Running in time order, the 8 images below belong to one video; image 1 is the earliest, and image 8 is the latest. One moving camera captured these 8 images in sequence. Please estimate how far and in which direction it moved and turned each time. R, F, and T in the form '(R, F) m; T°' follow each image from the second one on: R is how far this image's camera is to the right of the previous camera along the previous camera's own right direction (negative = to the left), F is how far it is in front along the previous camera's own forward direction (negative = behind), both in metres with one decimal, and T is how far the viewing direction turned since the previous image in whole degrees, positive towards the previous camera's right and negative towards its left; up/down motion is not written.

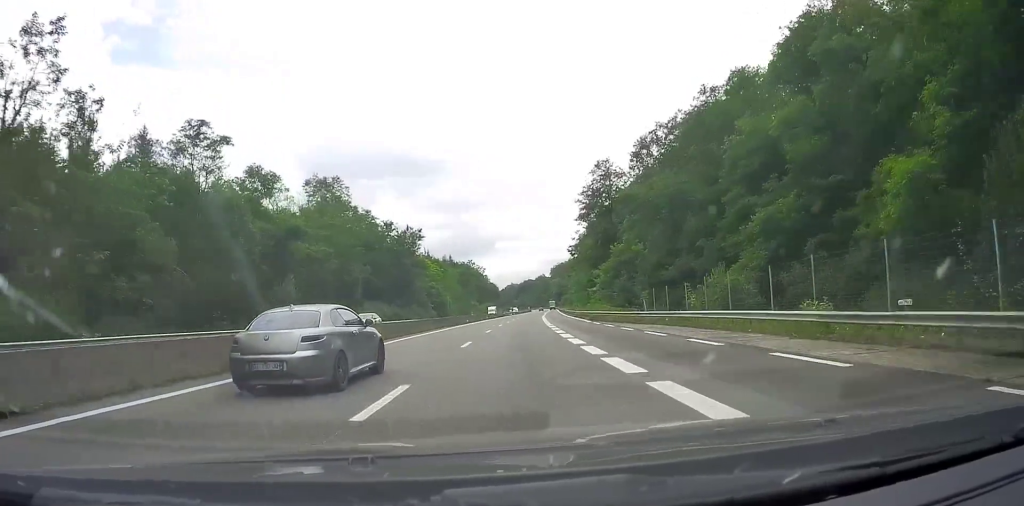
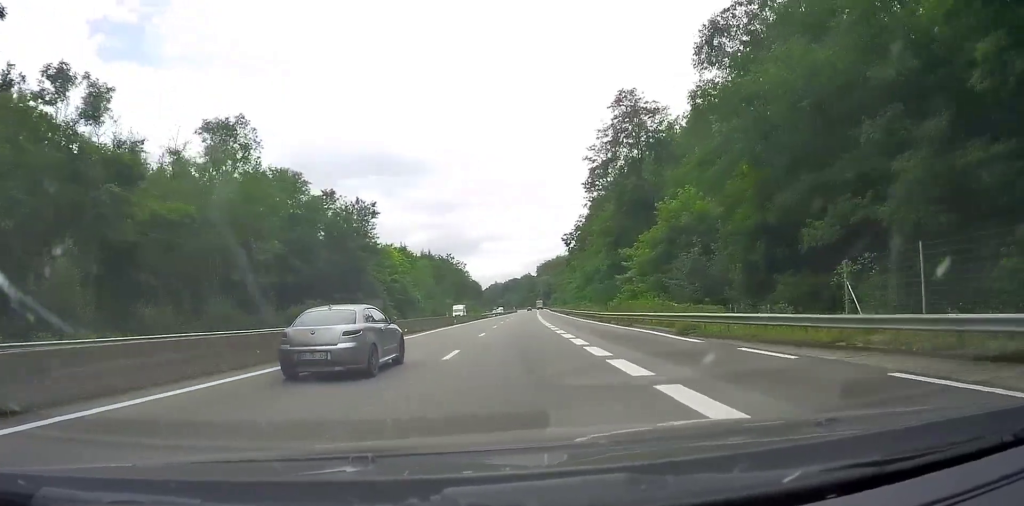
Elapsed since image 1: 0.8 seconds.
(+0.5, +30.9) m; +1°
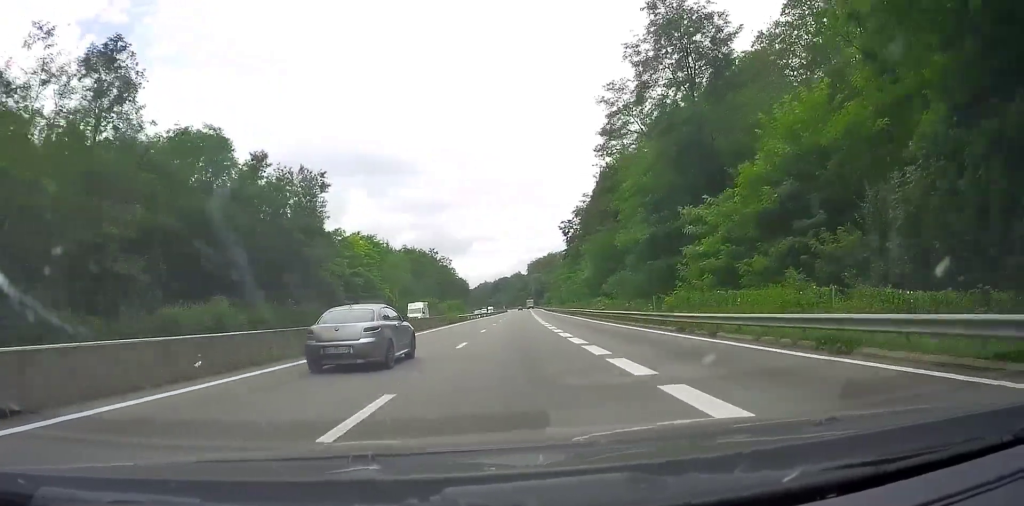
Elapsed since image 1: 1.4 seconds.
(+0.2, +22.1) m; +1°
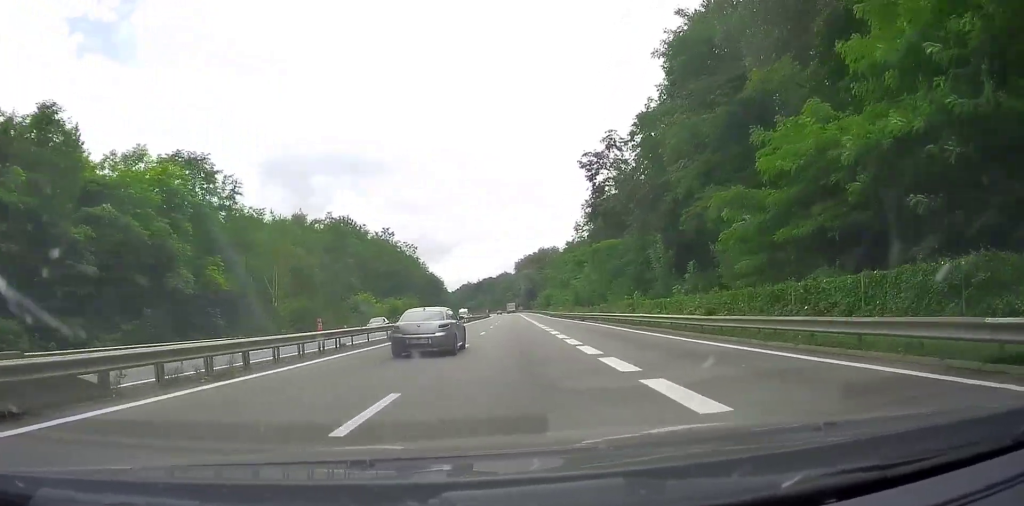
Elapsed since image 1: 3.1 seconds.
(+1.5, +64.1) m; +2°
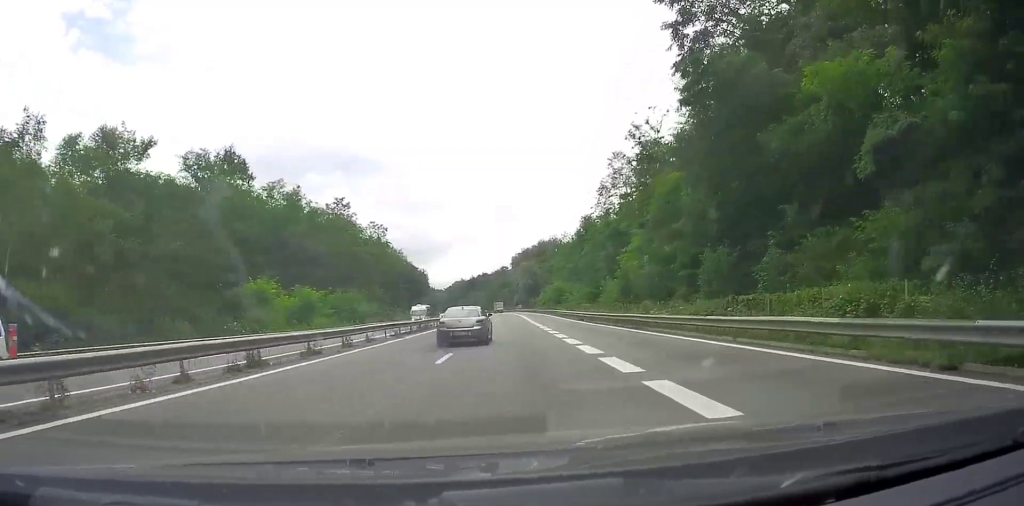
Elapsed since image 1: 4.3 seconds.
(0.0, +44.2) m; 0°
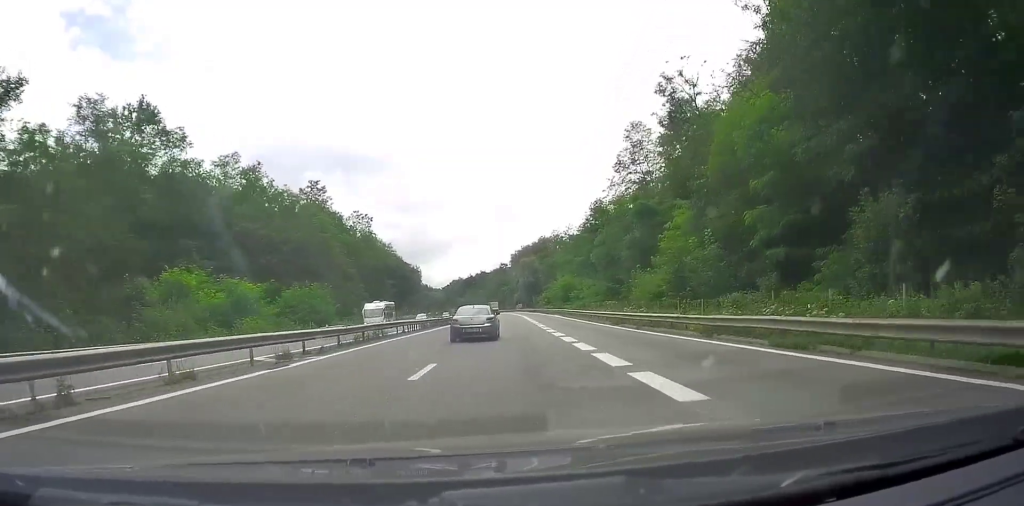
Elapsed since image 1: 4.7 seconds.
(-0.1, +16.7) m; 0°
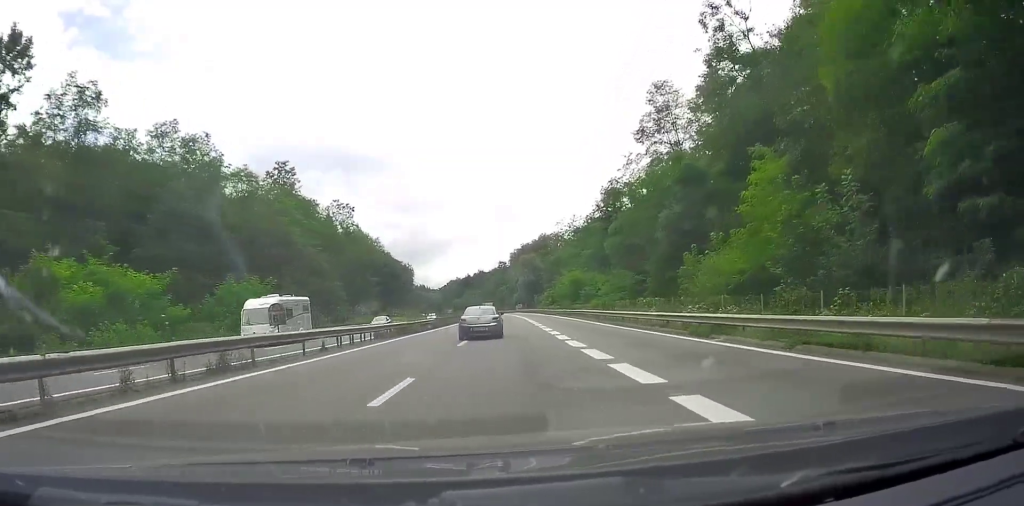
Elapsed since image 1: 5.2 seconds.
(+0.1, +15.9) m; 0°
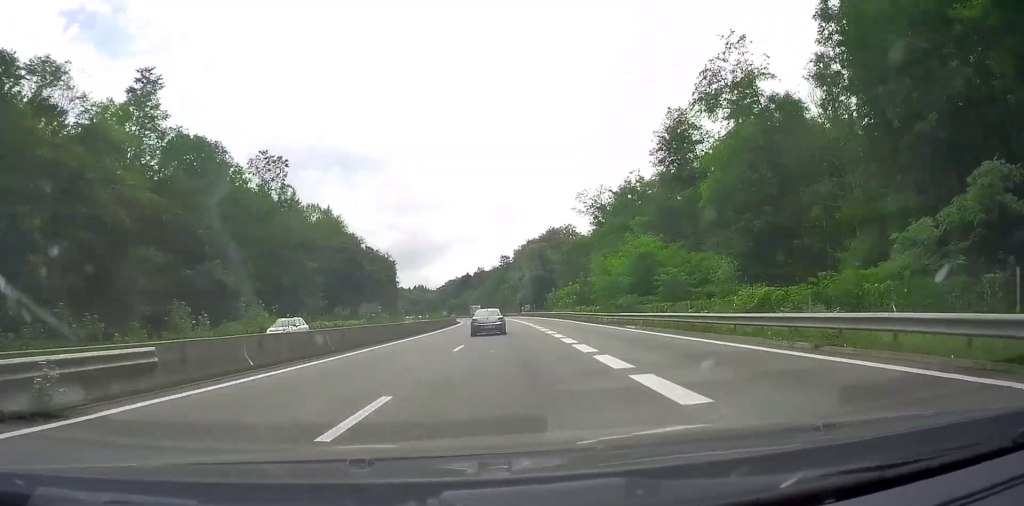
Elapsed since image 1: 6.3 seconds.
(-0.2, +41.4) m; -1°
